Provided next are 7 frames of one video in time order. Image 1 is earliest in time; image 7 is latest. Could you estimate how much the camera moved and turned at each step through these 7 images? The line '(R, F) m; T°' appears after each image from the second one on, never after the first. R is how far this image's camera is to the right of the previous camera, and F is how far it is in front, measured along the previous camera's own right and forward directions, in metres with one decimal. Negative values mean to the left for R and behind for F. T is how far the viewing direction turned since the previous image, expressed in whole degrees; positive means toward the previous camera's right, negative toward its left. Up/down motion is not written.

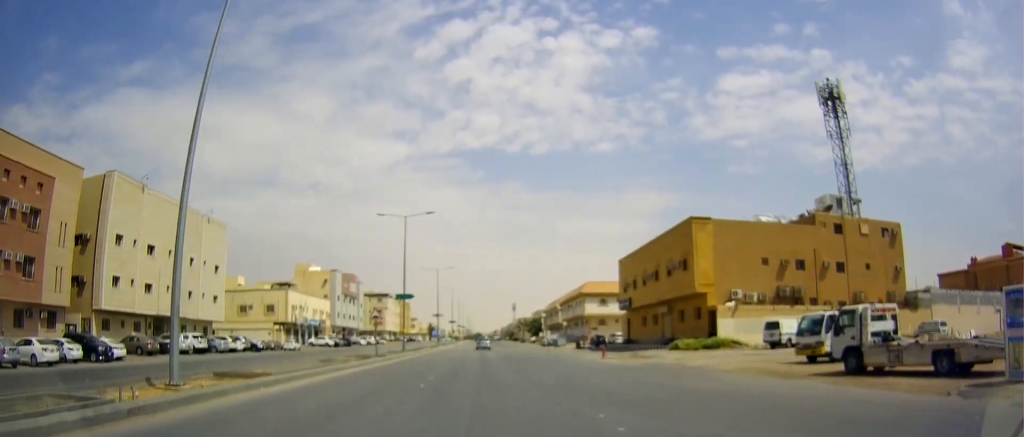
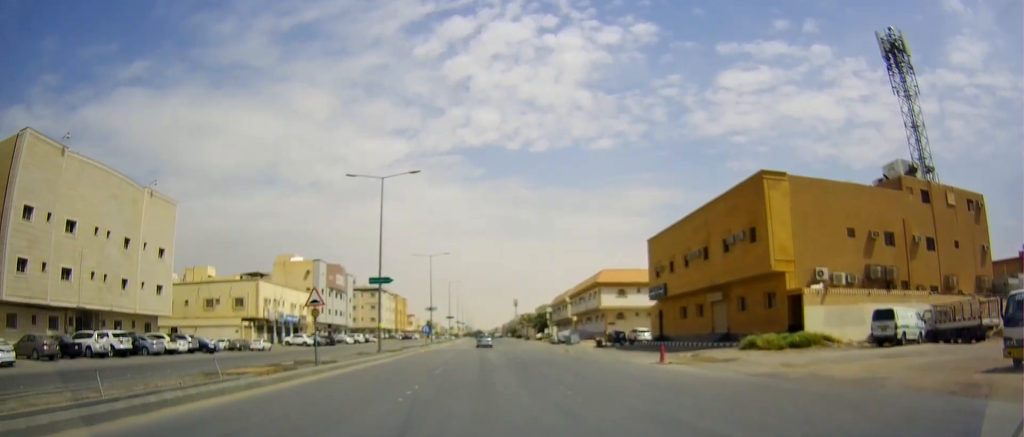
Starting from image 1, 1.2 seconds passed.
(0.0, +13.0) m; +1°
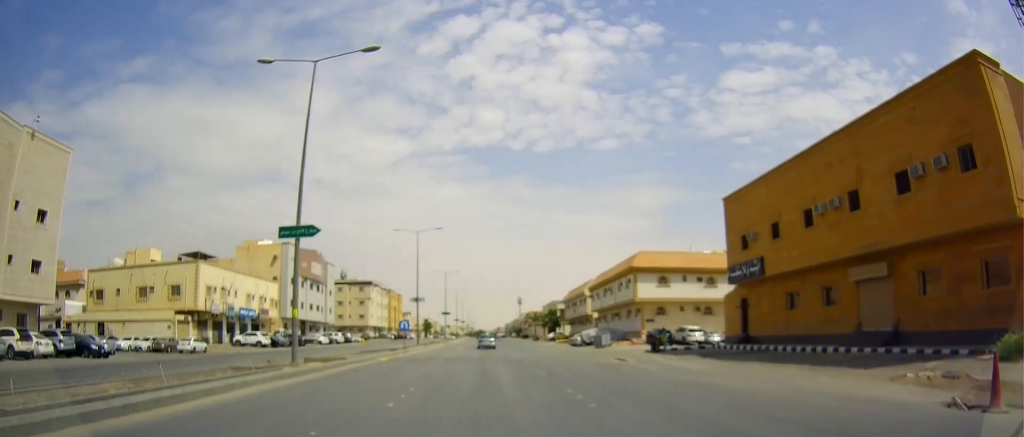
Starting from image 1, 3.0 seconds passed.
(-0.2, +19.4) m; -1°
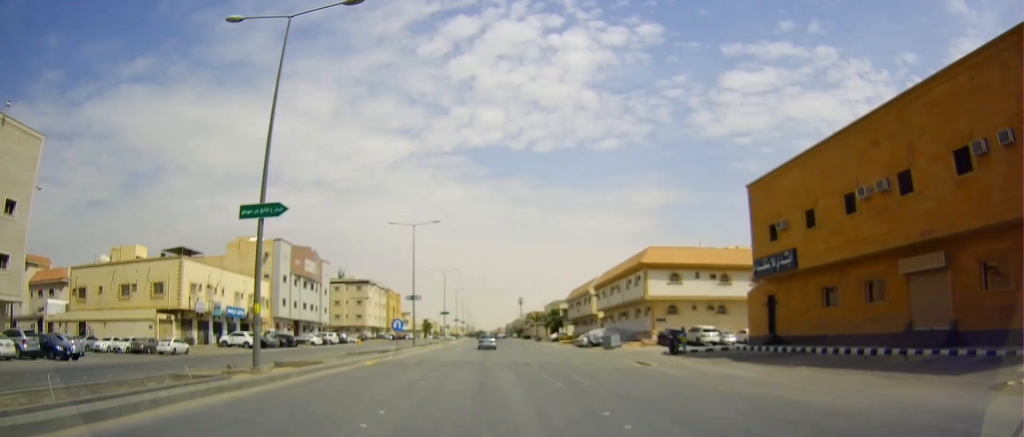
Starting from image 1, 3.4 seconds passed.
(+0.1, +4.0) m; +1°
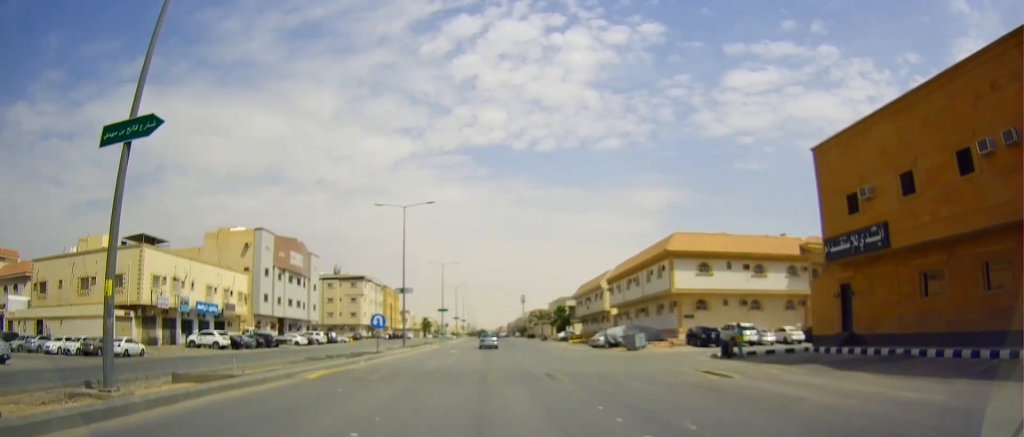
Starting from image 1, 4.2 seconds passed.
(+0.1, +8.6) m; 0°
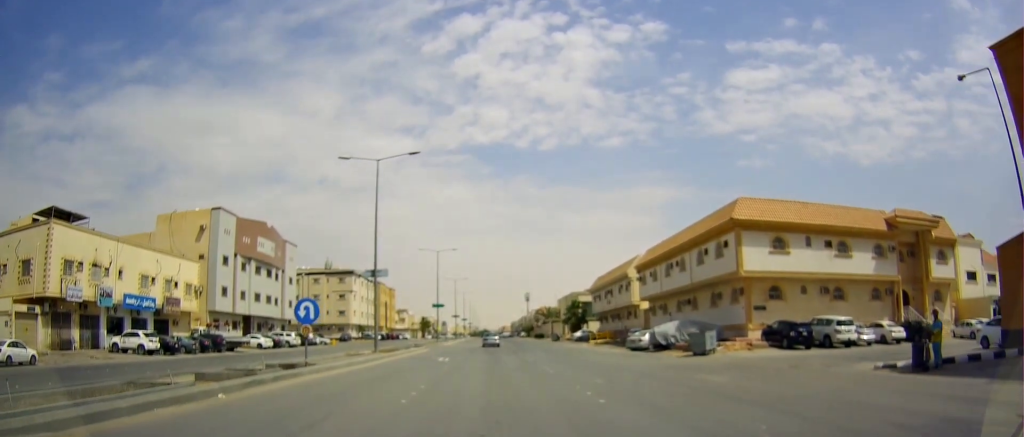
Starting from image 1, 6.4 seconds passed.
(-0.3, +16.7) m; -2°
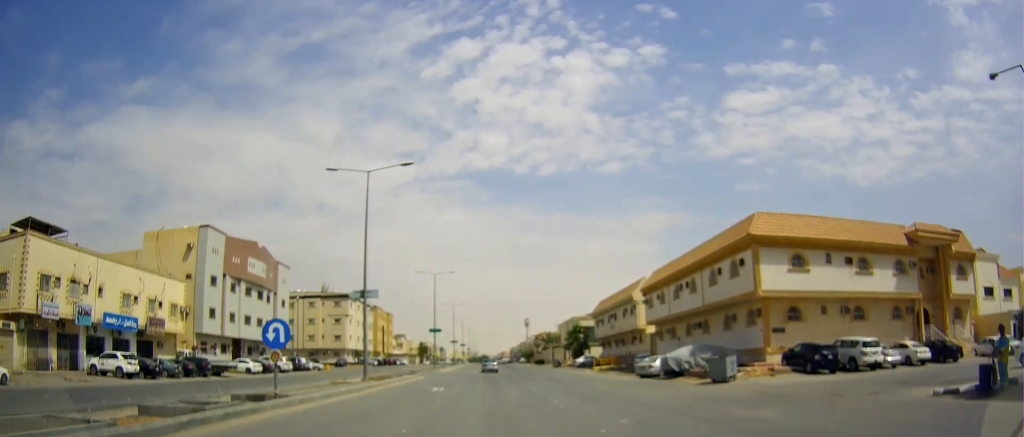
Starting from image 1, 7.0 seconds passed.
(0.0, +3.5) m; +1°
